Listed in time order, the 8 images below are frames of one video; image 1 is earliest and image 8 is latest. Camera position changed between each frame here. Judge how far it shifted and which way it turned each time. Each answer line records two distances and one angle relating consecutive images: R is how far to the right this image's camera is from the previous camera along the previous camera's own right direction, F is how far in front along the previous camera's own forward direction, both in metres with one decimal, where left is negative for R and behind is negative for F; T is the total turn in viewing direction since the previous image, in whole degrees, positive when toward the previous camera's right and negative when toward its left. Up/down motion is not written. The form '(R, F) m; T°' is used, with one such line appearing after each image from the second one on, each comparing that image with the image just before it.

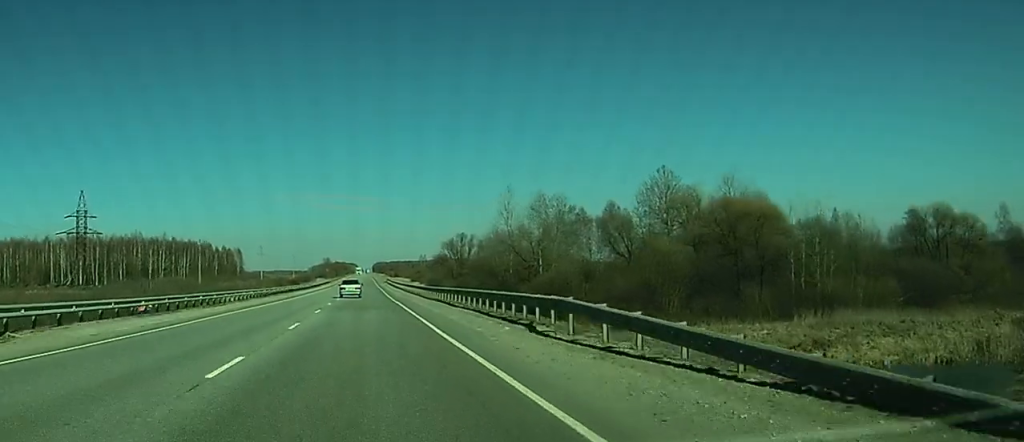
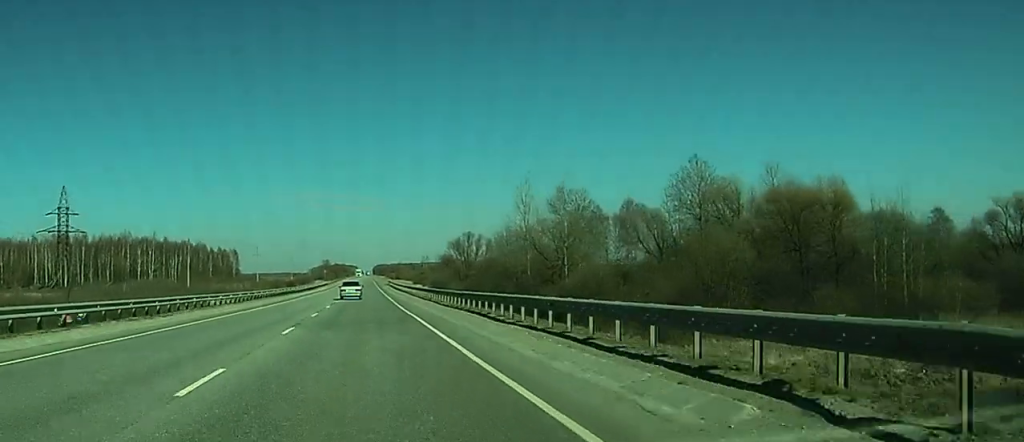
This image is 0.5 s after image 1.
(0.0, +14.7) m; 0°
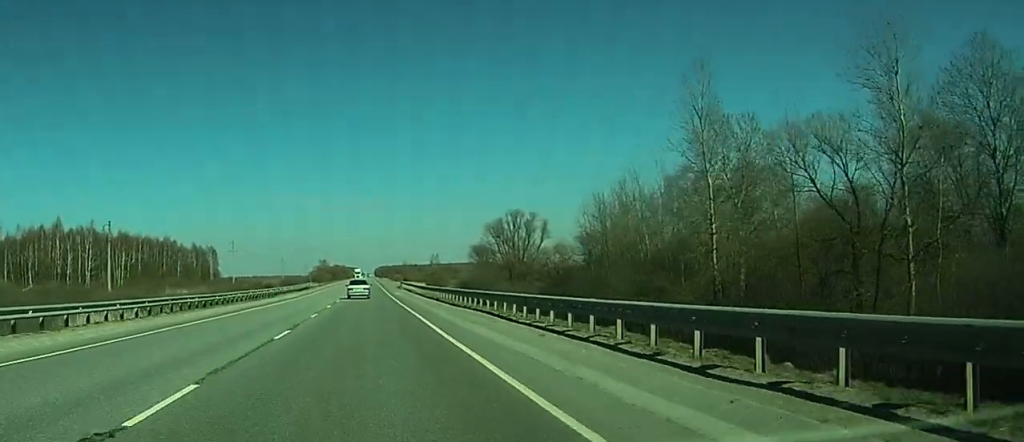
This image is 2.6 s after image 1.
(0.0, +64.8) m; 0°
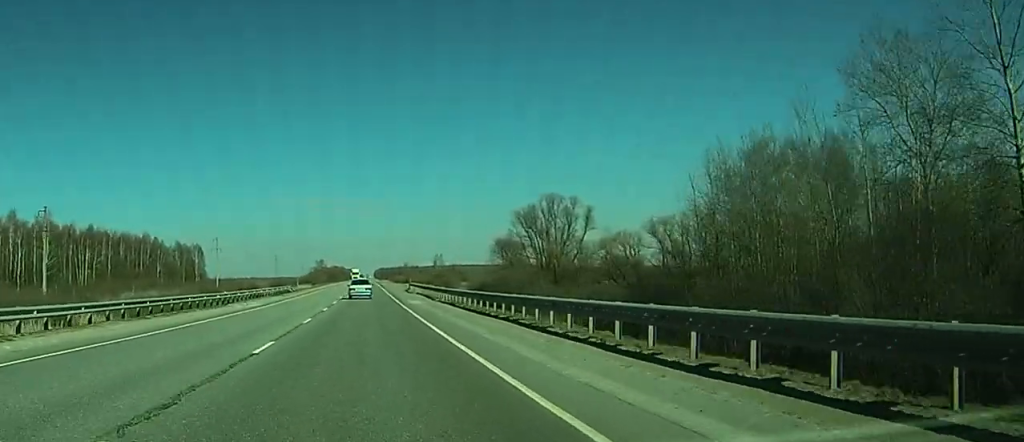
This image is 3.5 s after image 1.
(+0.1, +28.5) m; 0°
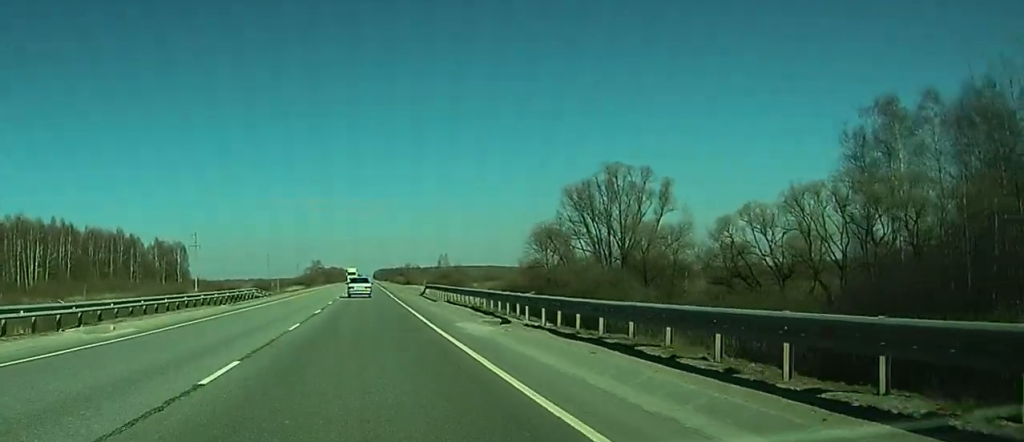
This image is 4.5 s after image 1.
(0.0, +29.5) m; +1°
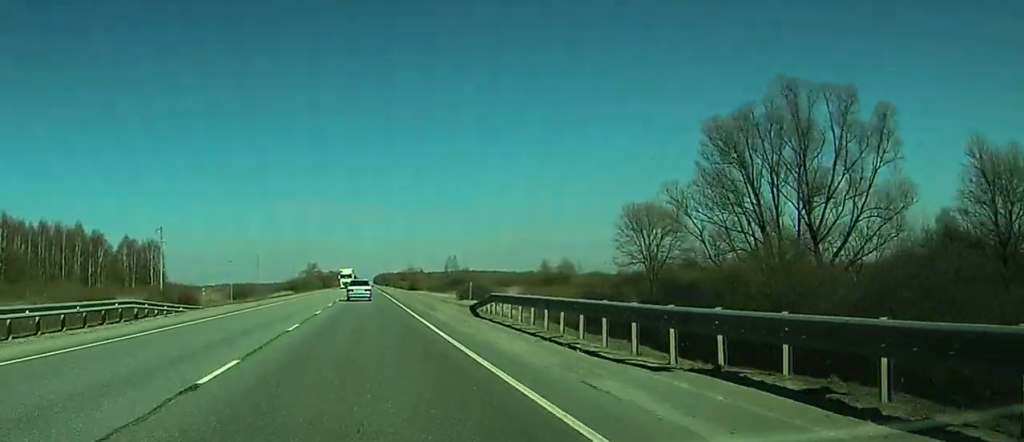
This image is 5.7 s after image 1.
(+0.5, +36.7) m; +1°
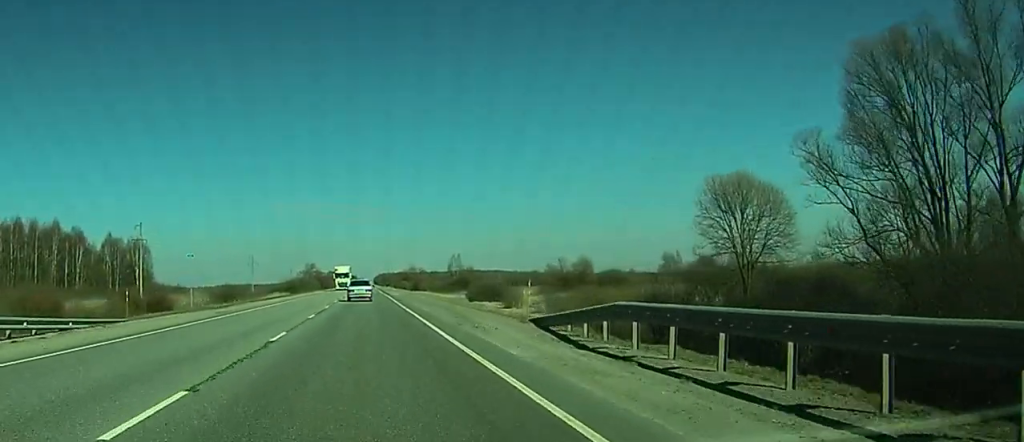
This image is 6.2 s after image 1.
(-0.1, +16.2) m; 0°
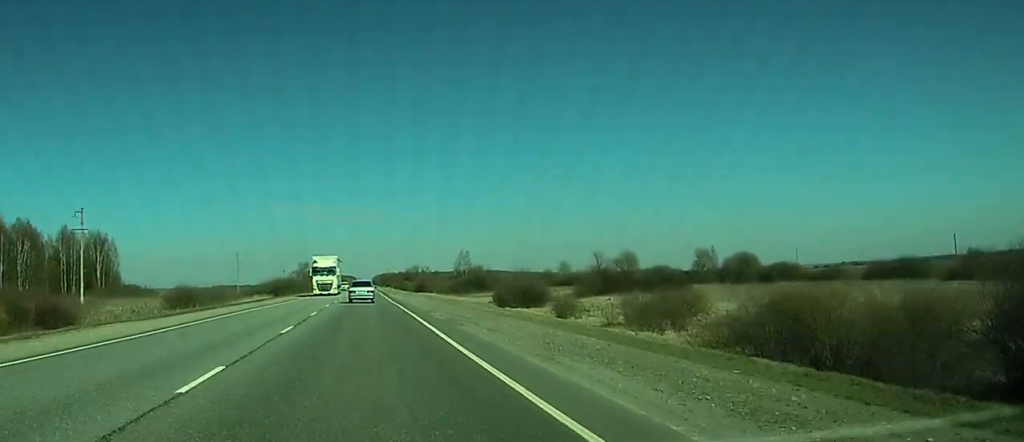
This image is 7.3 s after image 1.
(-0.1, +33.3) m; -3°
